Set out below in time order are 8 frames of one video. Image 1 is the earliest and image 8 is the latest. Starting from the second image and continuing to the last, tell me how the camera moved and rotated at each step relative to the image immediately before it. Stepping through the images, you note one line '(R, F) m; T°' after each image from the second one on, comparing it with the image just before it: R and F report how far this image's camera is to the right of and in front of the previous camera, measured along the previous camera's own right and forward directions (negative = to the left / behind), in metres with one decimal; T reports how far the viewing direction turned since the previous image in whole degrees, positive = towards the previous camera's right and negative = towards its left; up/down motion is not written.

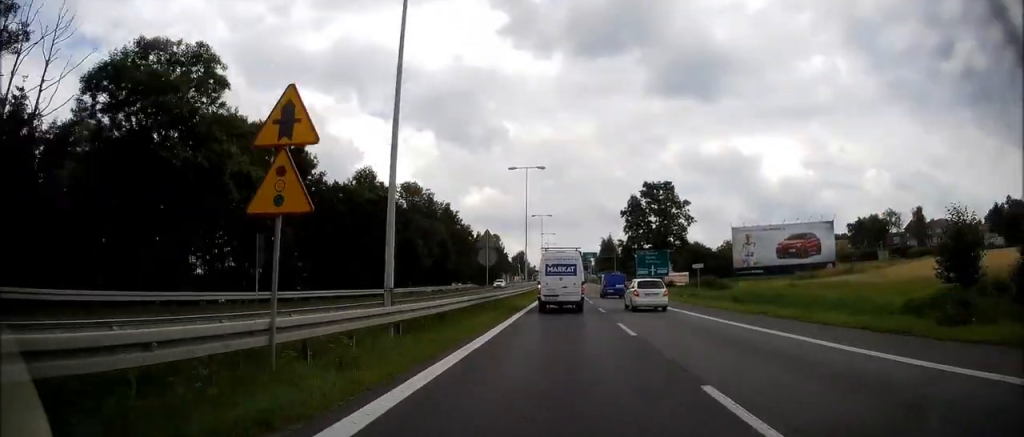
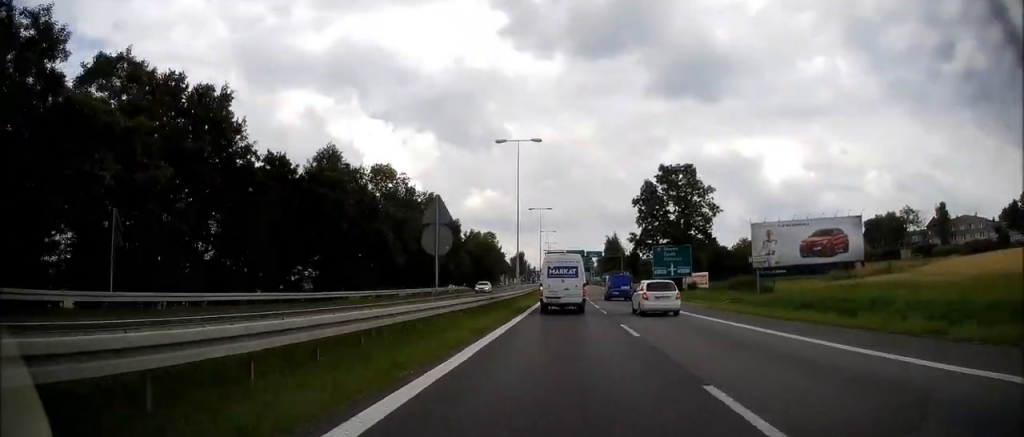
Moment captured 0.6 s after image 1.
(0.0, +11.8) m; 0°
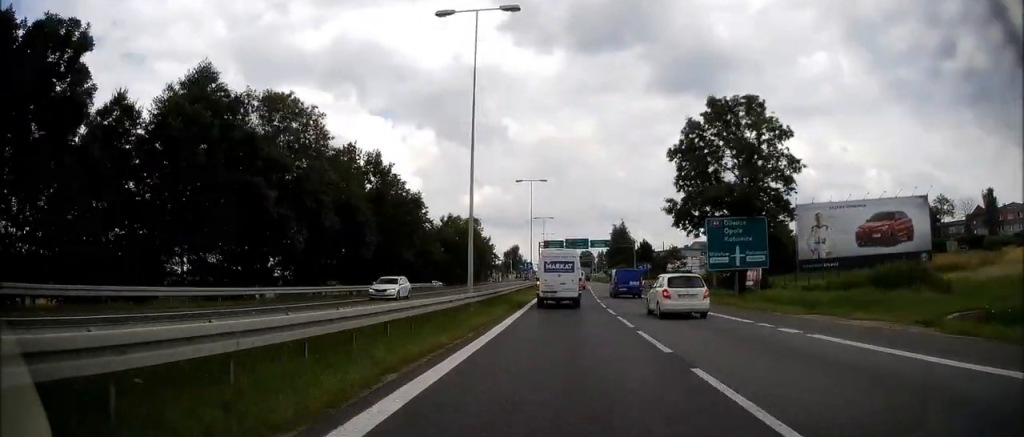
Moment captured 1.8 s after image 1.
(-0.1, +22.3) m; 0°
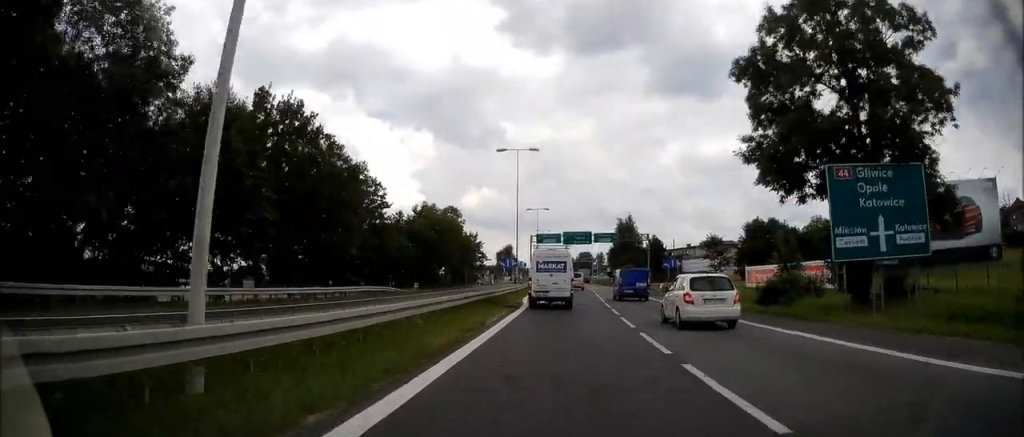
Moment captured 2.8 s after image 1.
(-0.1, +17.3) m; 0°
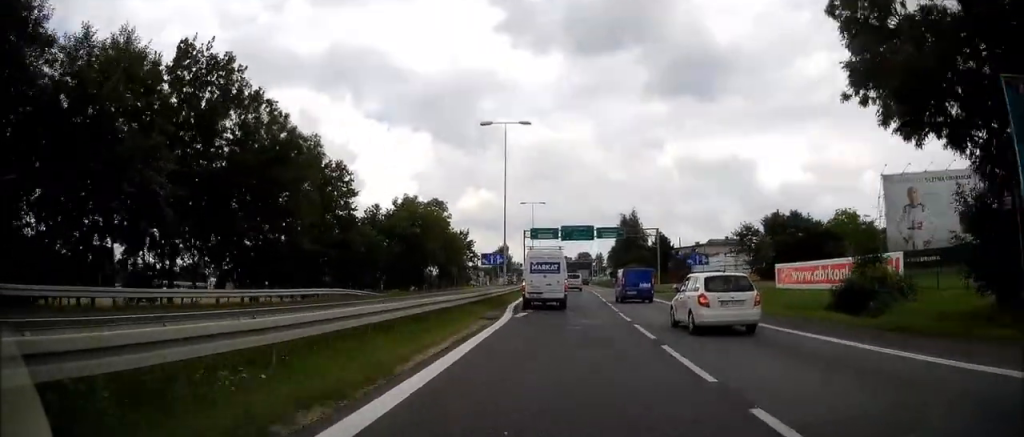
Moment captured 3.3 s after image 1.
(+0.1, +9.3) m; 0°
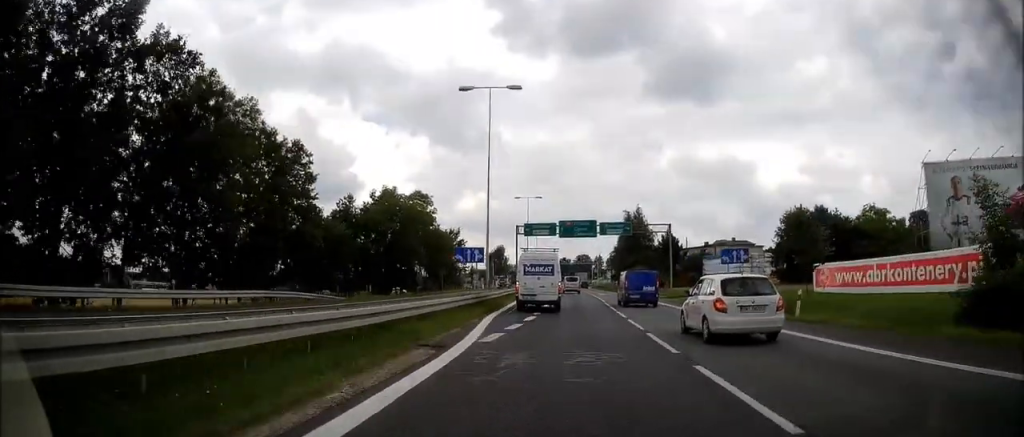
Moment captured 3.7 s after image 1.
(0.0, +8.7) m; 0°
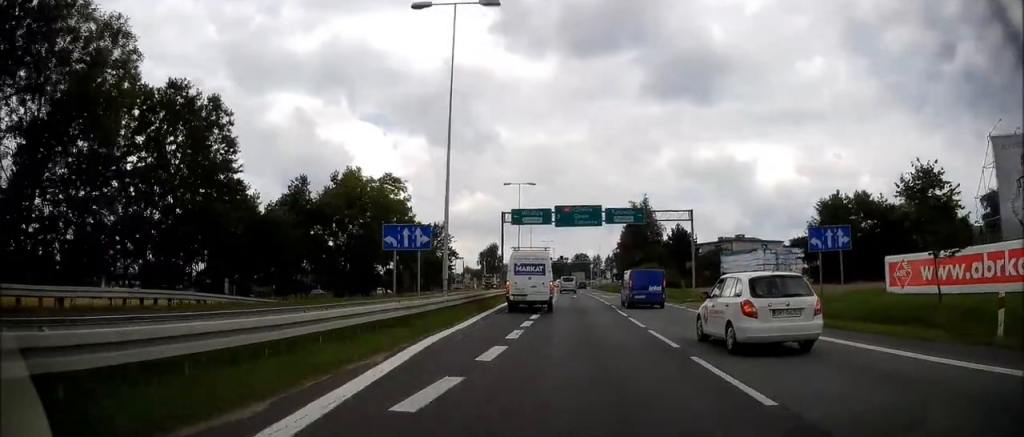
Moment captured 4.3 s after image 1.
(0.0, +11.1) m; 0°
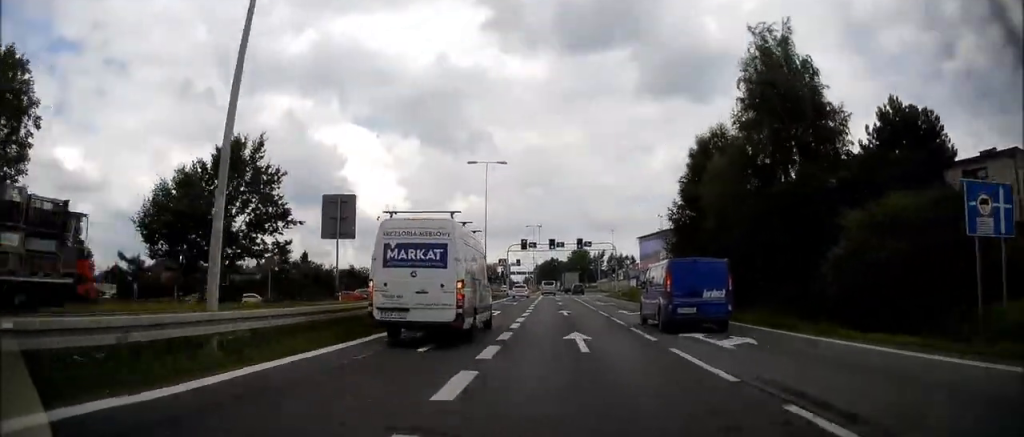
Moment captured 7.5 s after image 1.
(+0.1, +58.3) m; 0°
